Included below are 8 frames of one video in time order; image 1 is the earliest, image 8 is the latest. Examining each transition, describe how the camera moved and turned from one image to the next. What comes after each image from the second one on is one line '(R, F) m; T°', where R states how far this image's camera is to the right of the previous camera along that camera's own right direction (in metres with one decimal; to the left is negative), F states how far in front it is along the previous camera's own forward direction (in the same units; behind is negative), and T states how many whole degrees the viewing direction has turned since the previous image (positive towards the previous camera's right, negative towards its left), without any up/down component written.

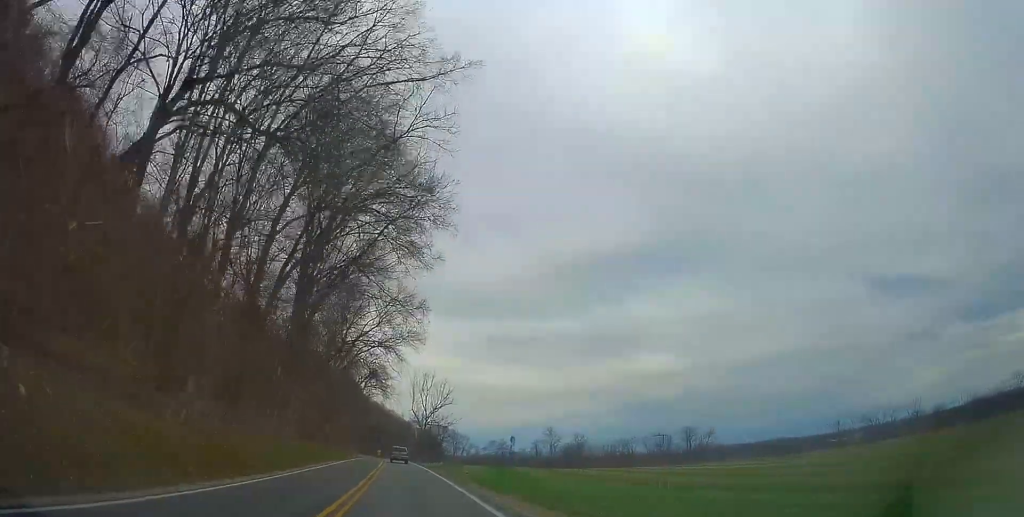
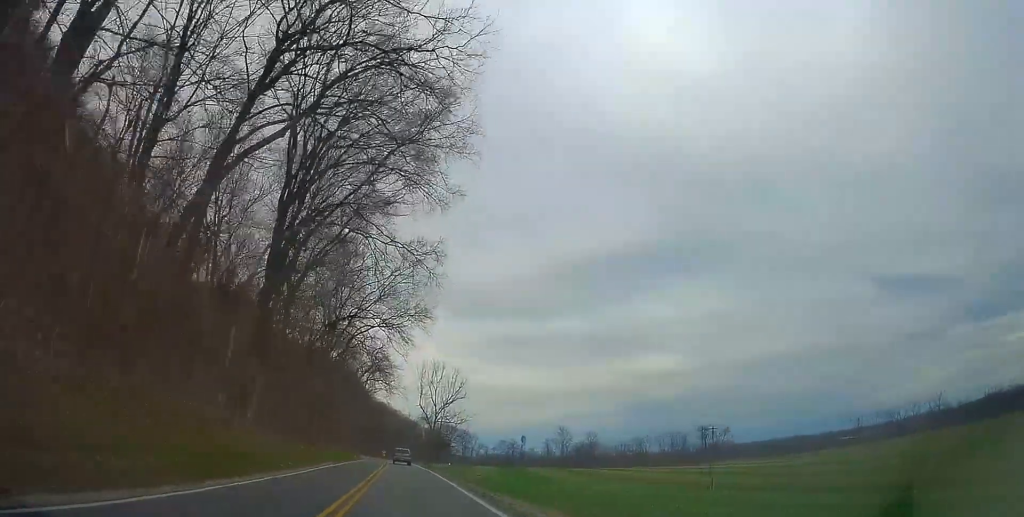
(-0.5, +14.1) m; 0°
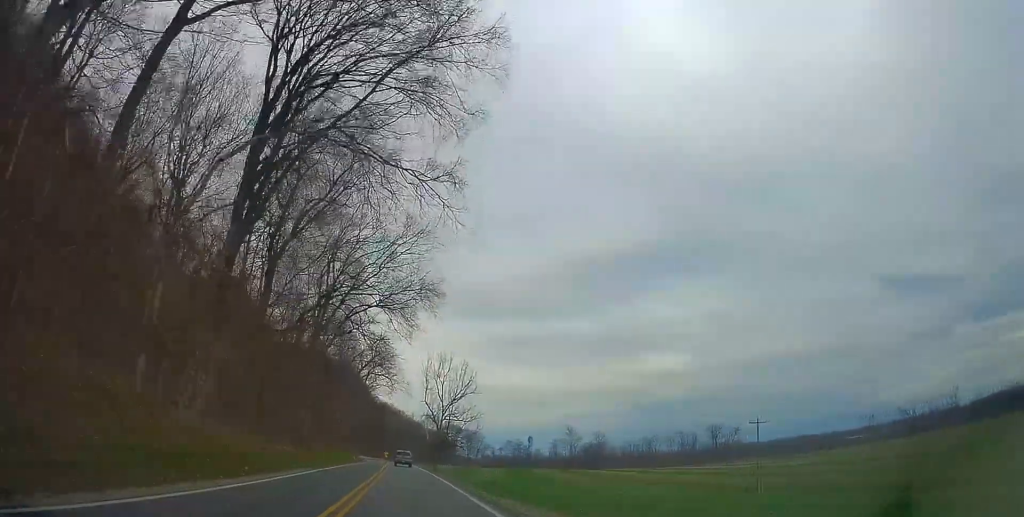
(-0.1, +10.3) m; 0°
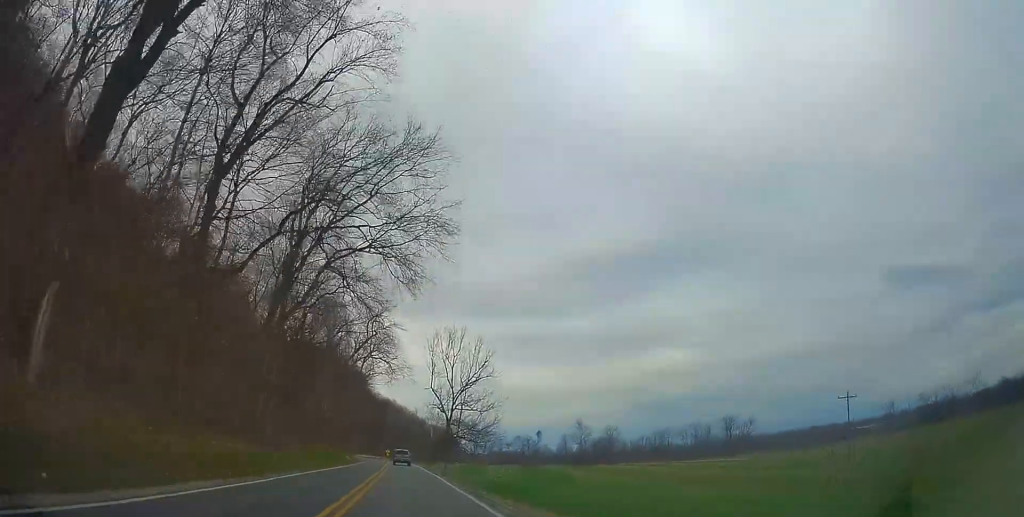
(+0.7, +16.2) m; 0°
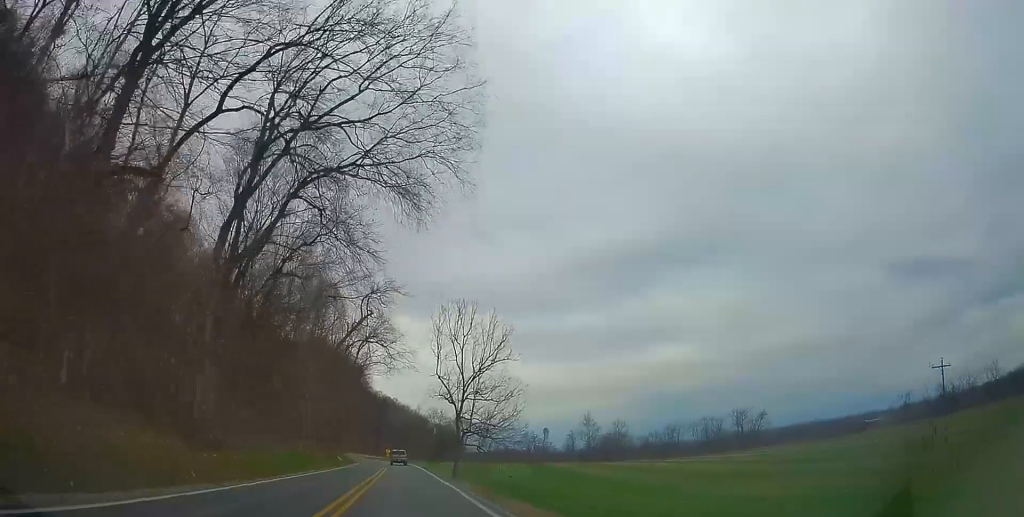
(-0.4, +12.6) m; 0°
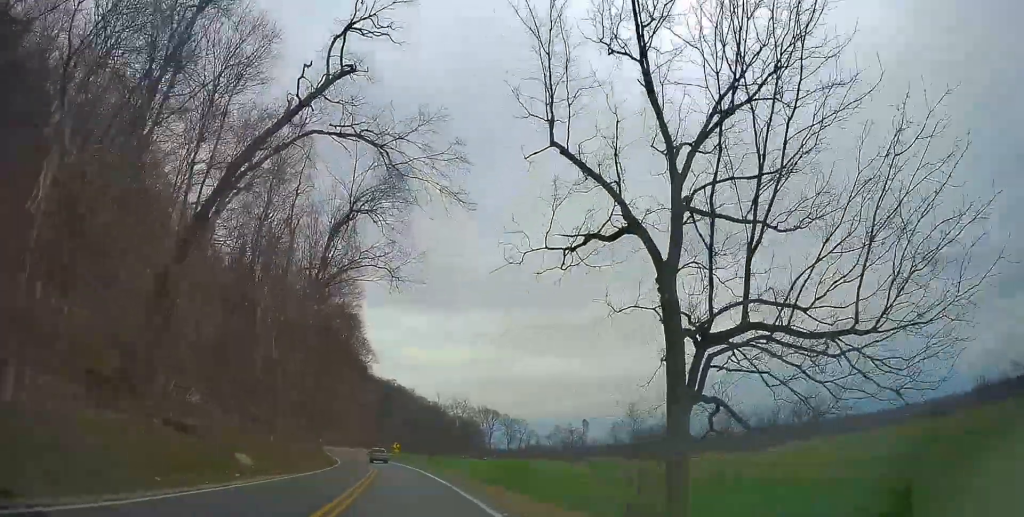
(-0.2, +48.2) m; -1°
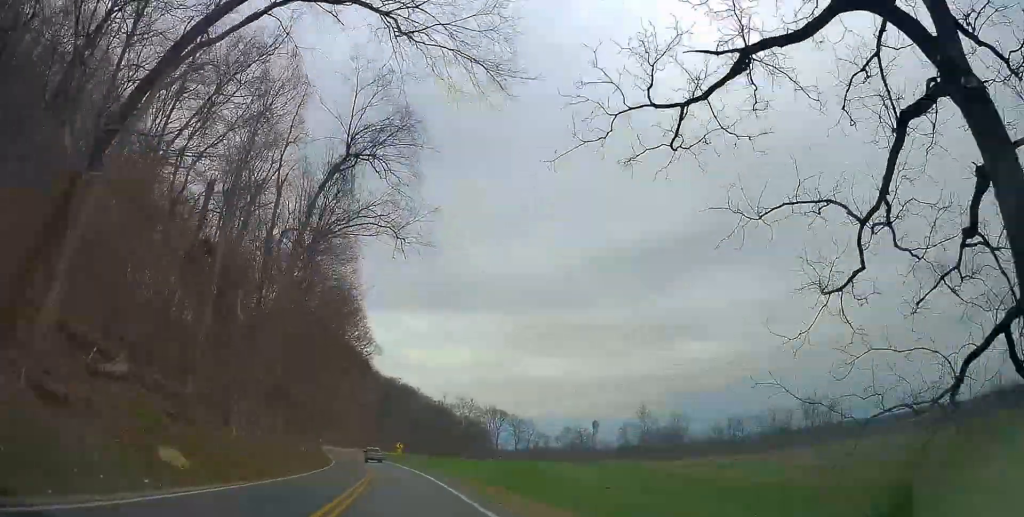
(-0.2, +9.1) m; -1°
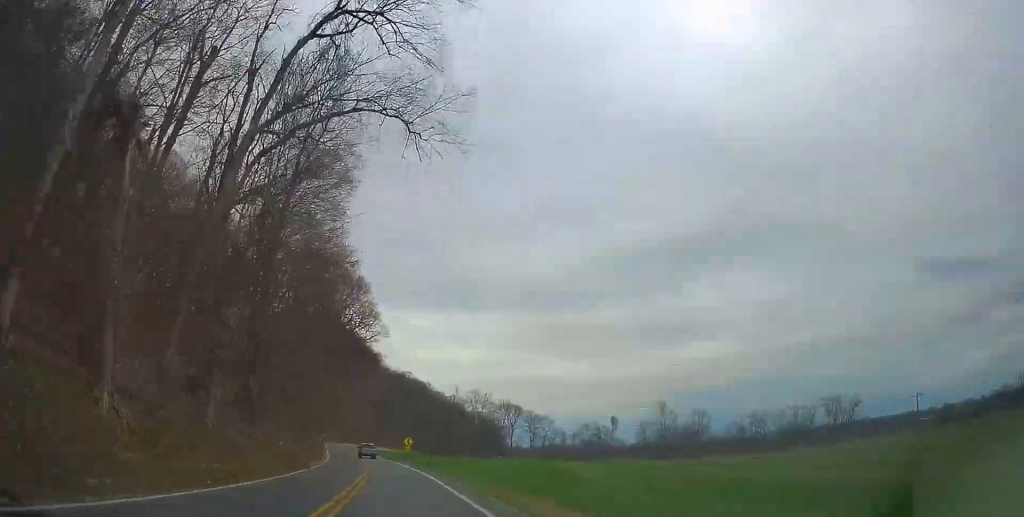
(+0.2, +13.6) m; -1°
